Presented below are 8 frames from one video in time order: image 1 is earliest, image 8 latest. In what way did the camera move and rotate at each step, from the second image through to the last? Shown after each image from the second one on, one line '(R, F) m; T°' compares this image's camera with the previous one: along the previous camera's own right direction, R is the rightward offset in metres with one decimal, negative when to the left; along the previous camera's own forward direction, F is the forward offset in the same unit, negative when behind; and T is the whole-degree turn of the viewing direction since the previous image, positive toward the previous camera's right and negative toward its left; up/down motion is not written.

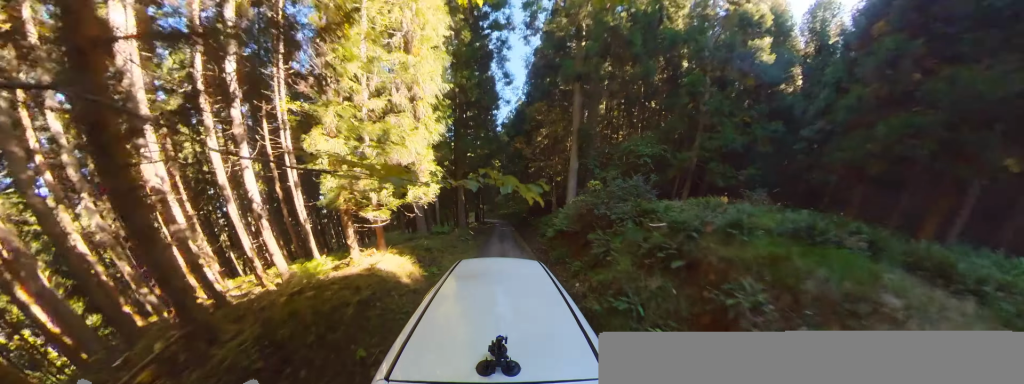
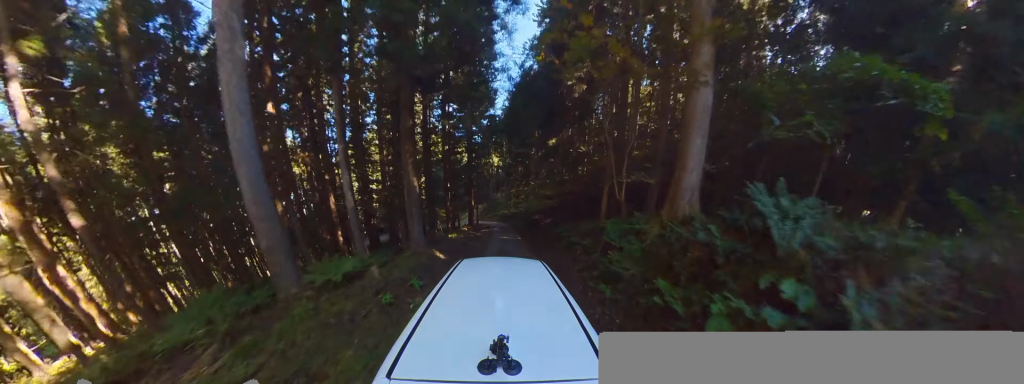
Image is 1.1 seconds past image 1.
(+1.6, +8.2) m; +2°
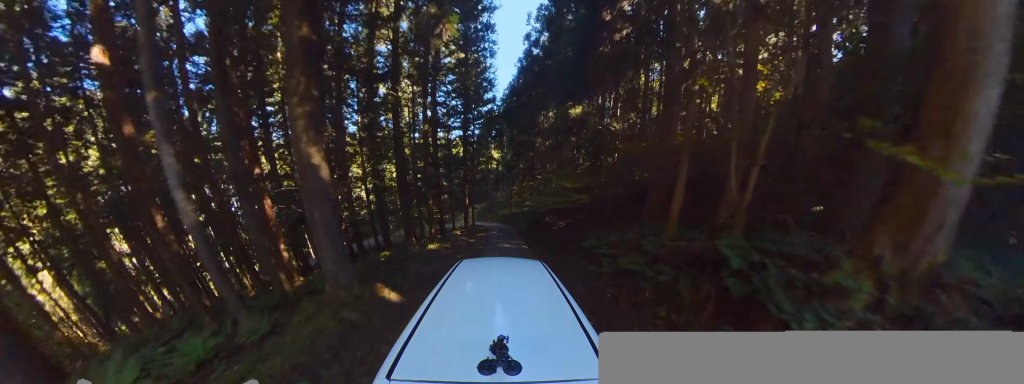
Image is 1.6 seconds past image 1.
(-0.6, +3.5) m; -5°
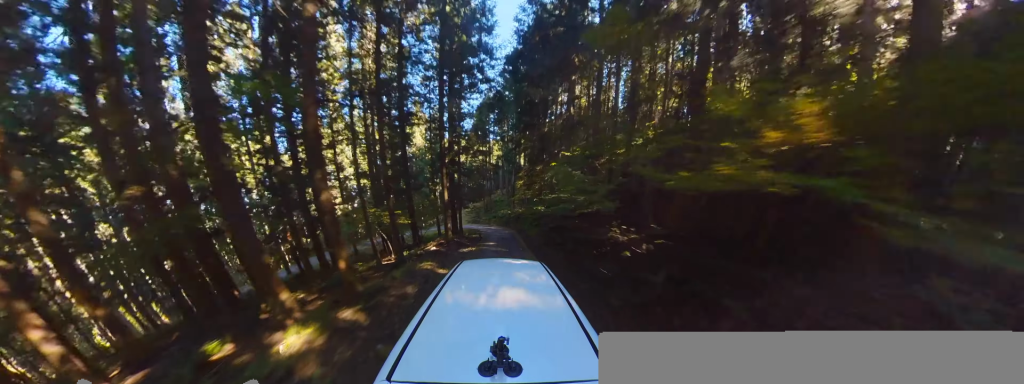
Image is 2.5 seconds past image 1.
(-0.8, +5.8) m; -10°
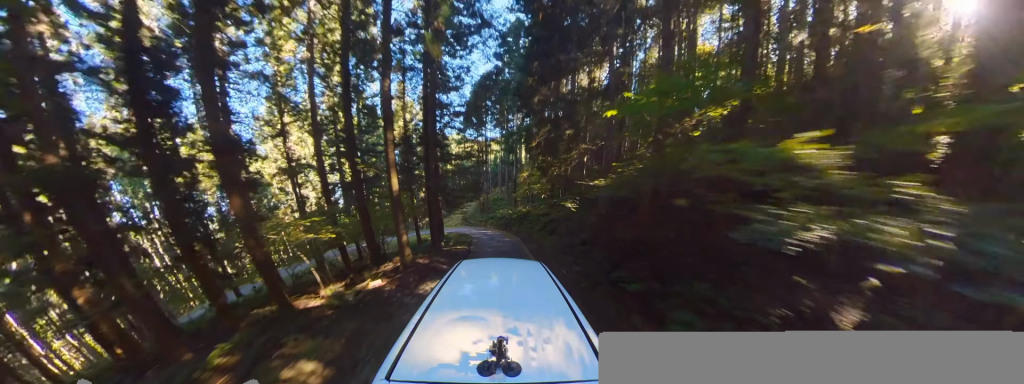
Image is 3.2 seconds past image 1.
(+0.3, +4.3) m; -9°
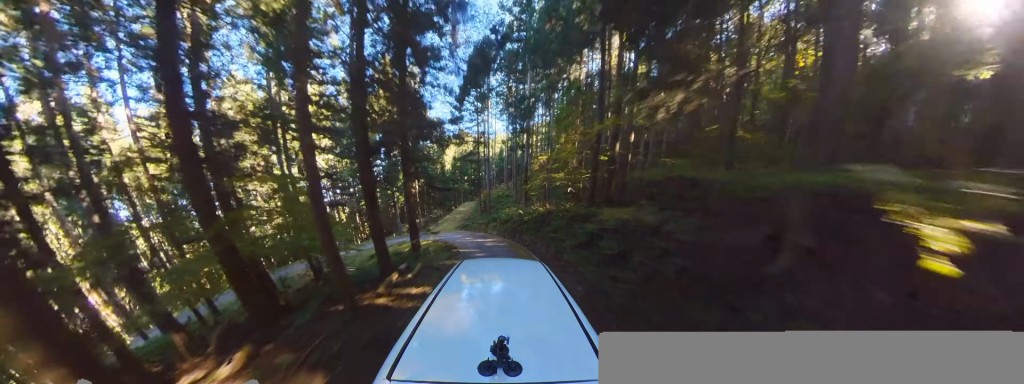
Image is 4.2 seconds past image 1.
(-1.2, +4.3) m; -33°
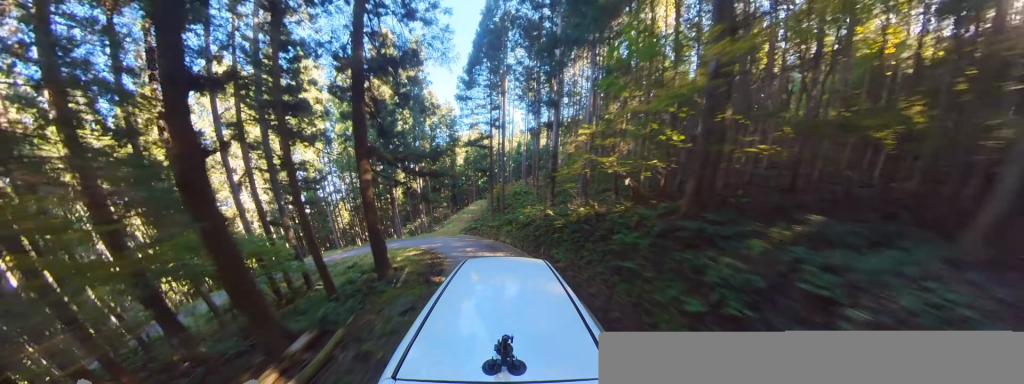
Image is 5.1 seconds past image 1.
(-0.9, +3.9) m; -23°
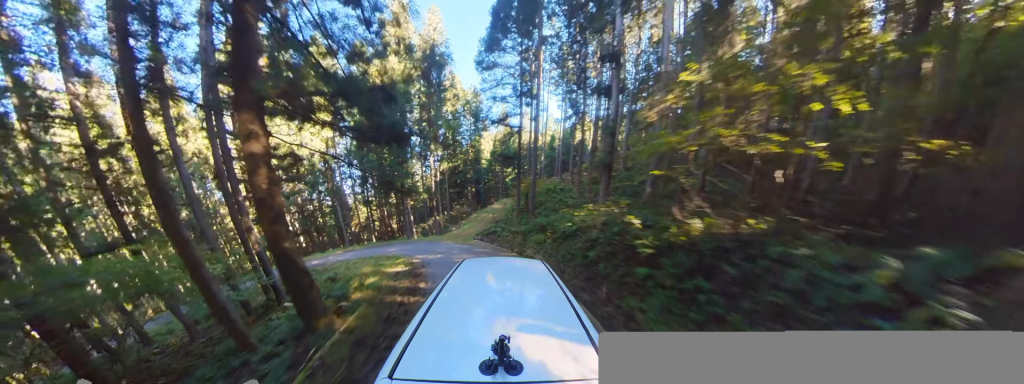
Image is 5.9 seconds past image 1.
(-0.8, +4.1) m; -16°
